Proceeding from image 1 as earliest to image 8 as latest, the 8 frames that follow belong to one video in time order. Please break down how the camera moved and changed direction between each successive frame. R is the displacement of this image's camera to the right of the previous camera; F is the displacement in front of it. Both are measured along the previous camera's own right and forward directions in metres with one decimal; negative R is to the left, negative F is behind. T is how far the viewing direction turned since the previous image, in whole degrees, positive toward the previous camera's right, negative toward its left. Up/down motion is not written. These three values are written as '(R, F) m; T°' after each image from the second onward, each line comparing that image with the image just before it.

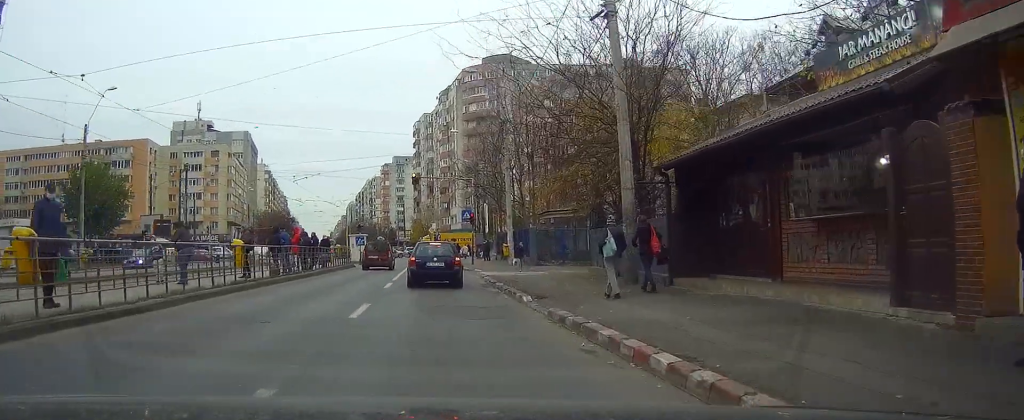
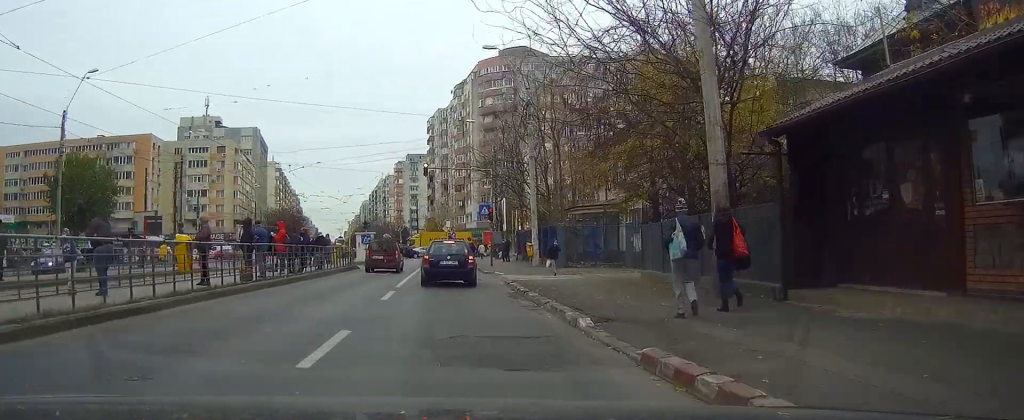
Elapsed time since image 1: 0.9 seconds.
(-0.2, +5.5) m; -2°
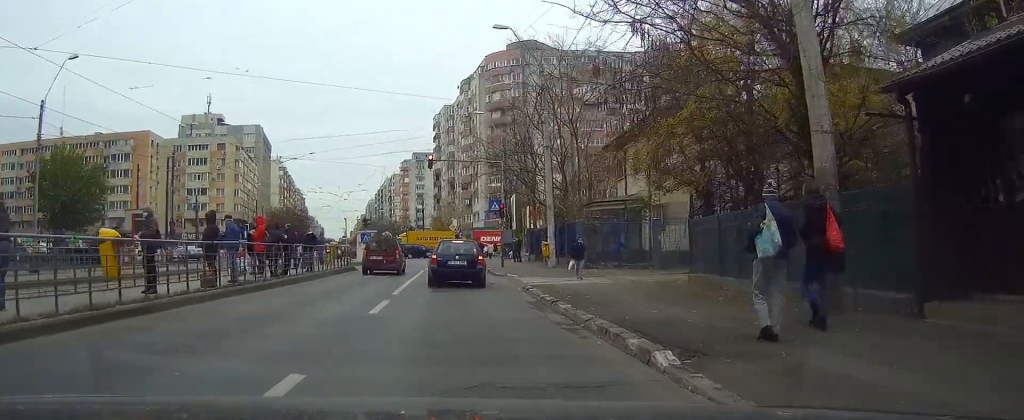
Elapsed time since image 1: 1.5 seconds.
(-0.1, +3.8) m; -1°
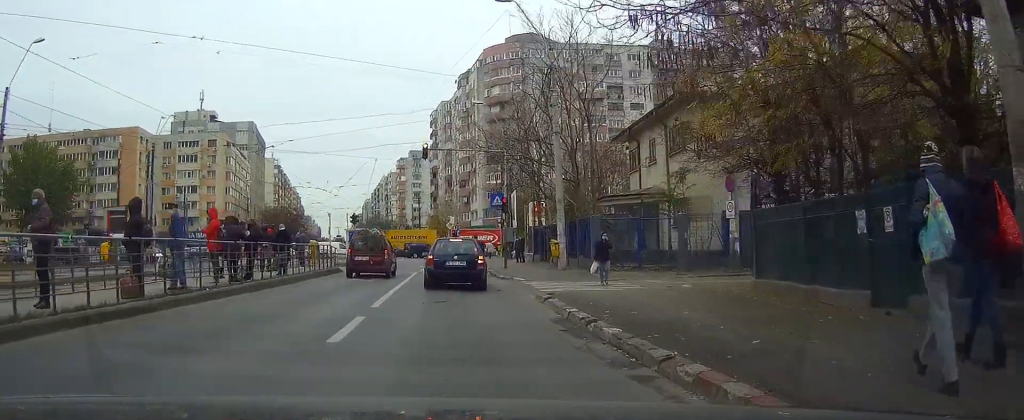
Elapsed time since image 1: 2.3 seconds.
(0.0, +4.3) m; 0°
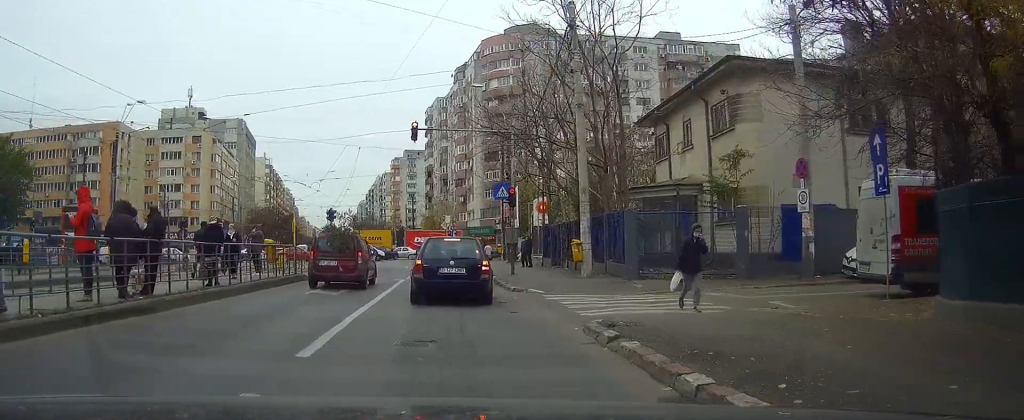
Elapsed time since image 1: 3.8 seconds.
(+0.1, +7.1) m; +1°
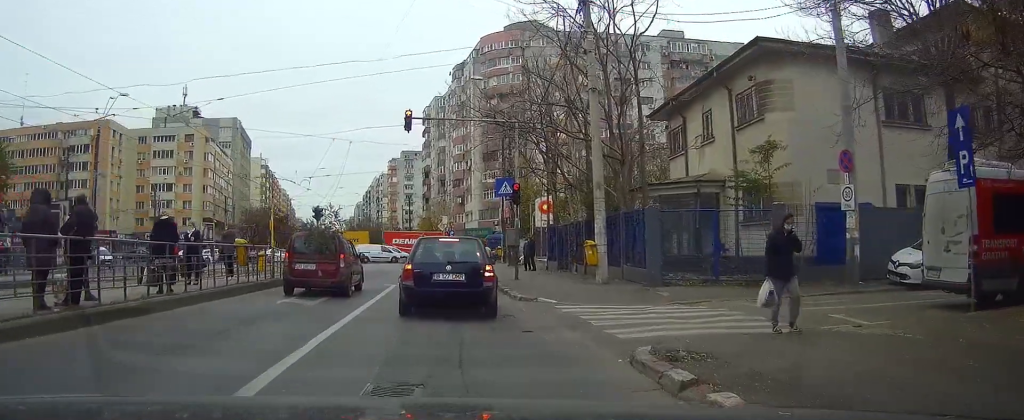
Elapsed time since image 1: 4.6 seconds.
(0.0, +2.9) m; +1°
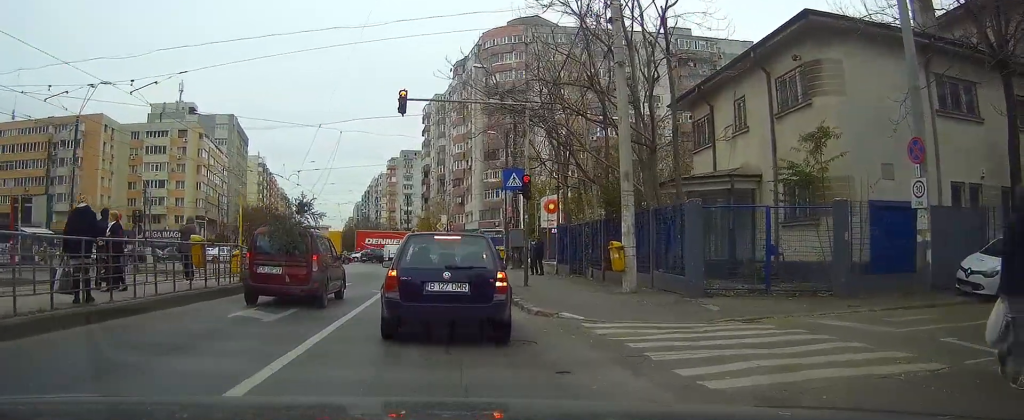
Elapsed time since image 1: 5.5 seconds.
(0.0, +3.3) m; +1°
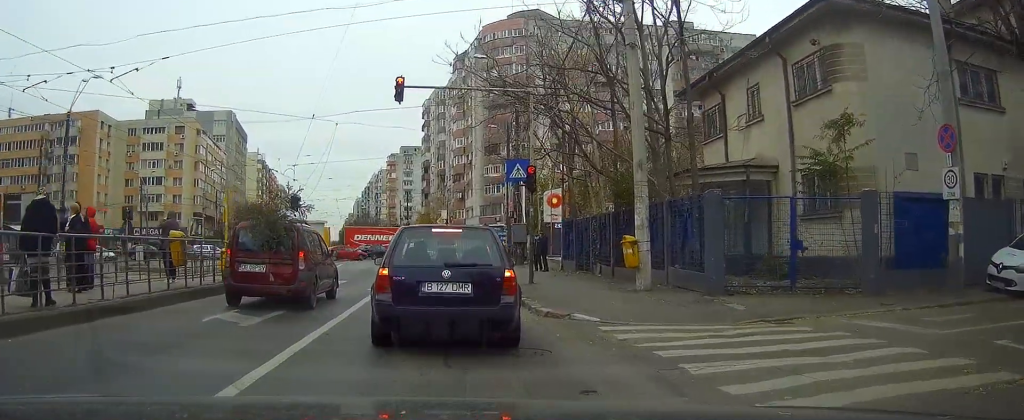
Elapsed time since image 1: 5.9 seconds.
(0.0, +1.3) m; +1°
